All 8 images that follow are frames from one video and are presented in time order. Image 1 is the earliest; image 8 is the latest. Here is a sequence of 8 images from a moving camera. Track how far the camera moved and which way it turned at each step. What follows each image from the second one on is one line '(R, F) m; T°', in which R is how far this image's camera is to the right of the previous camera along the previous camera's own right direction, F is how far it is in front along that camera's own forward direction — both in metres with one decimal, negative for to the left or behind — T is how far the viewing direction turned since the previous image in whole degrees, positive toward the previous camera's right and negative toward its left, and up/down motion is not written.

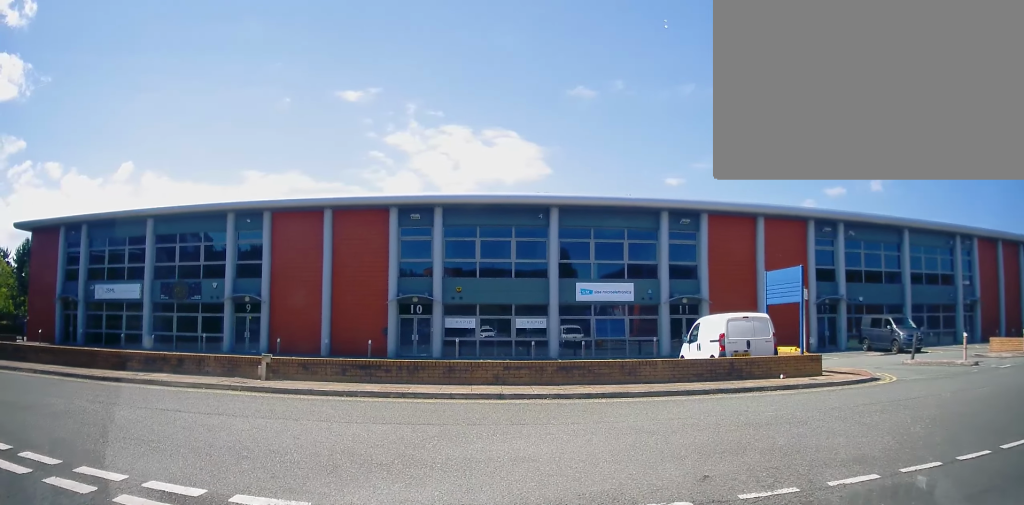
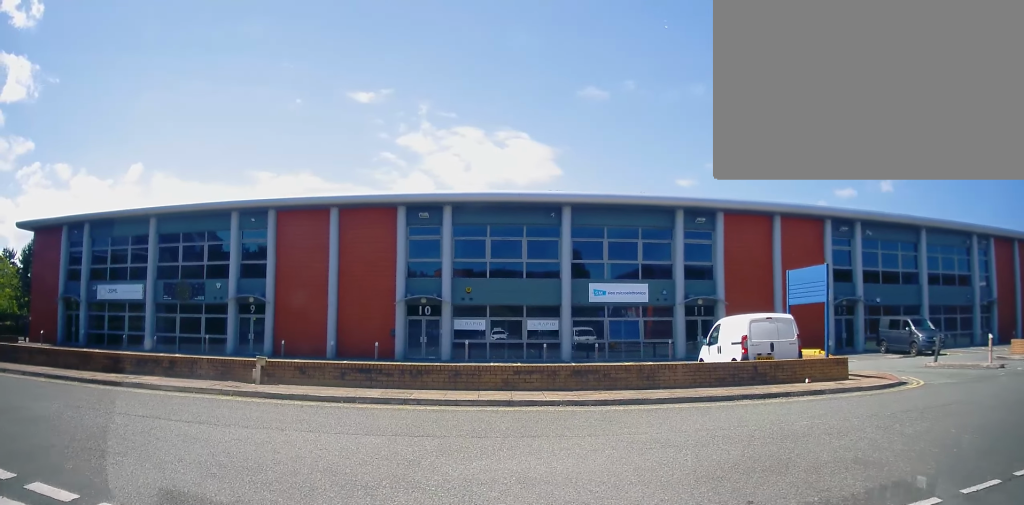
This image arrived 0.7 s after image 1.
(+0.2, +0.7) m; 0°
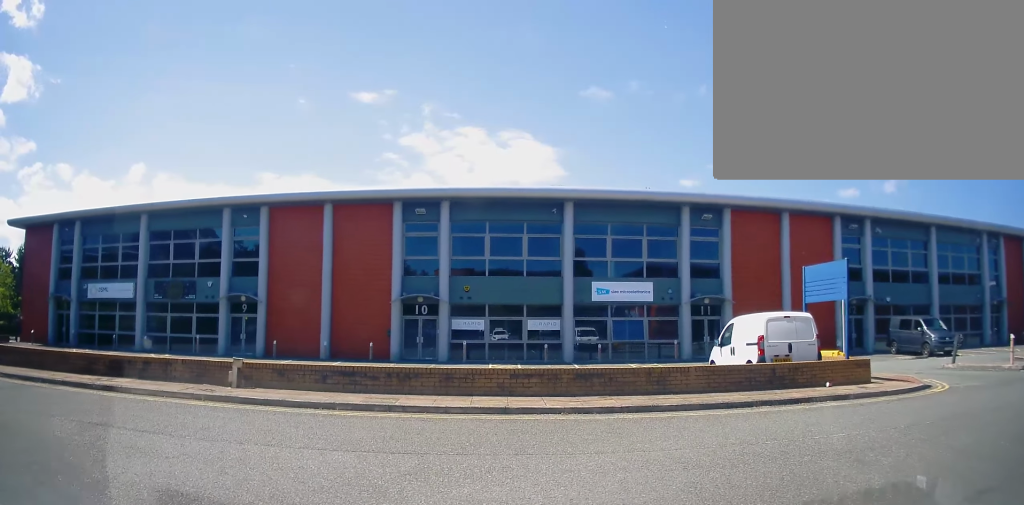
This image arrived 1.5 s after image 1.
(+0.3, +0.8) m; +2°
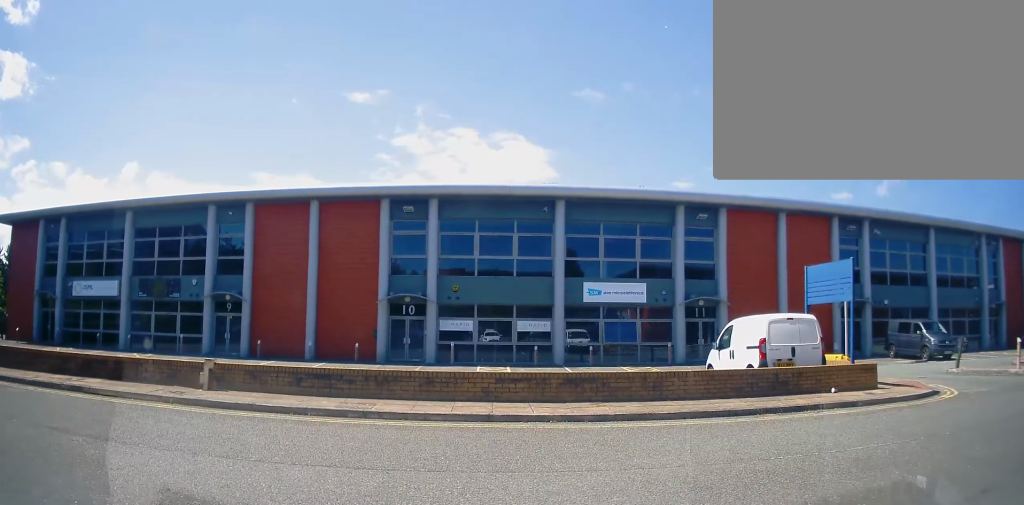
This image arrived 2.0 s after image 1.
(+0.1, +0.6) m; +3°
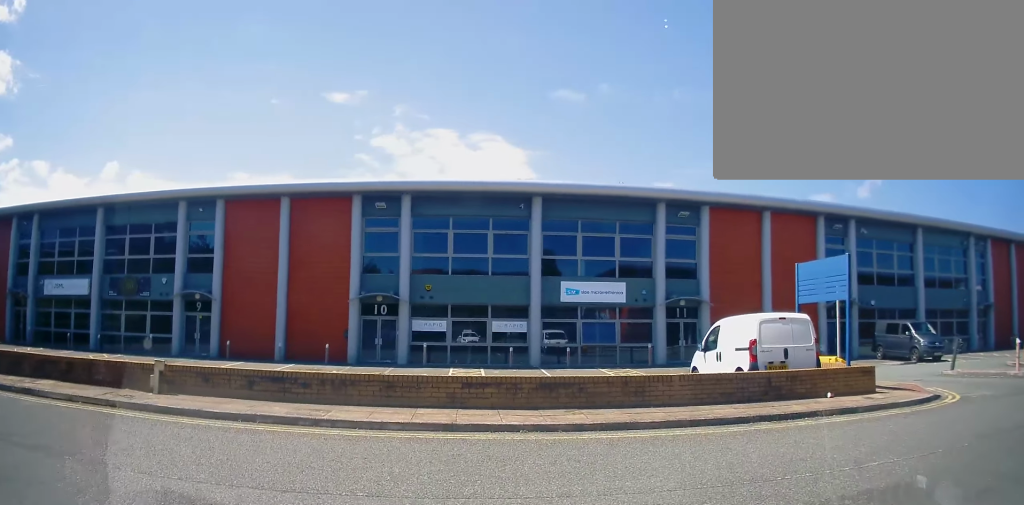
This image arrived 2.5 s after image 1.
(0.0, +0.8) m; +7°
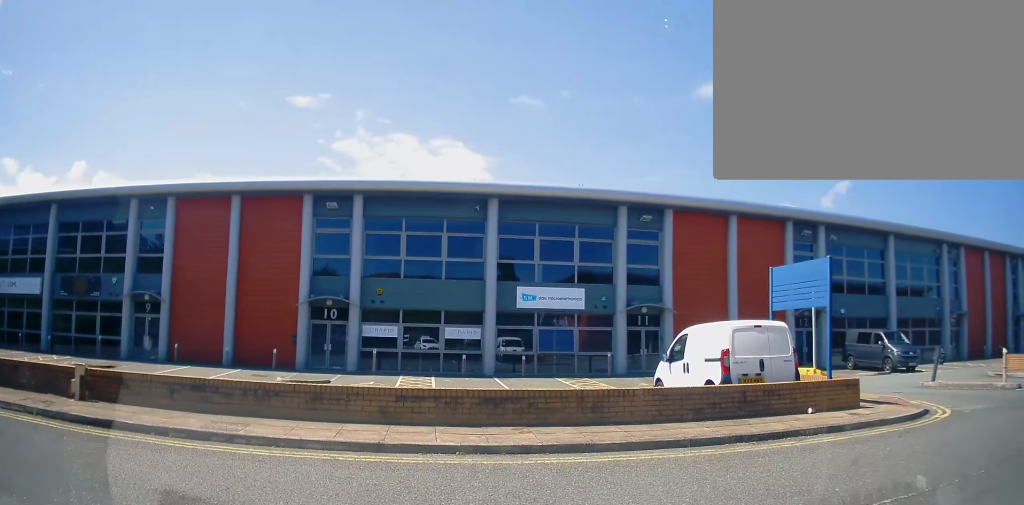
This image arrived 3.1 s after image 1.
(-0.1, +1.0) m; +11°
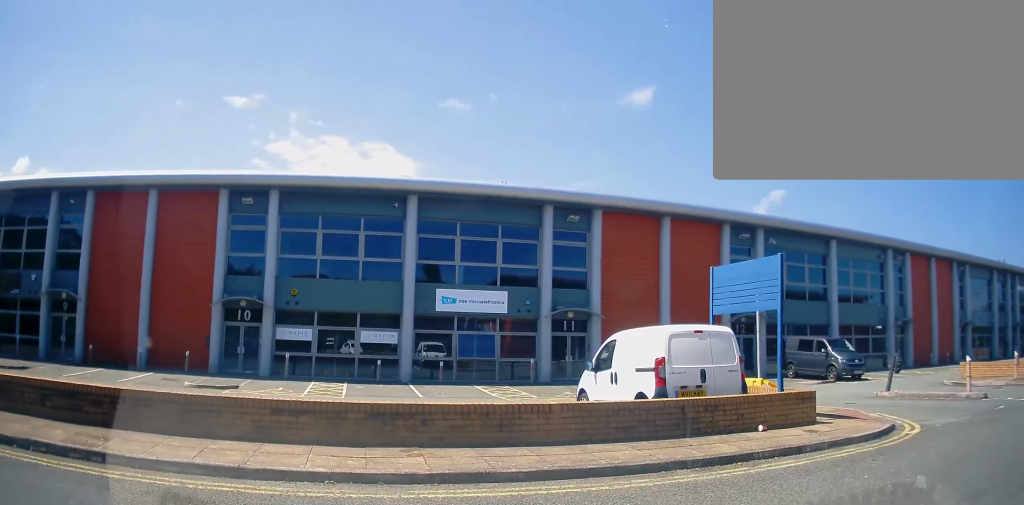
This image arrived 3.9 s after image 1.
(+0.3, +1.1) m; +15°
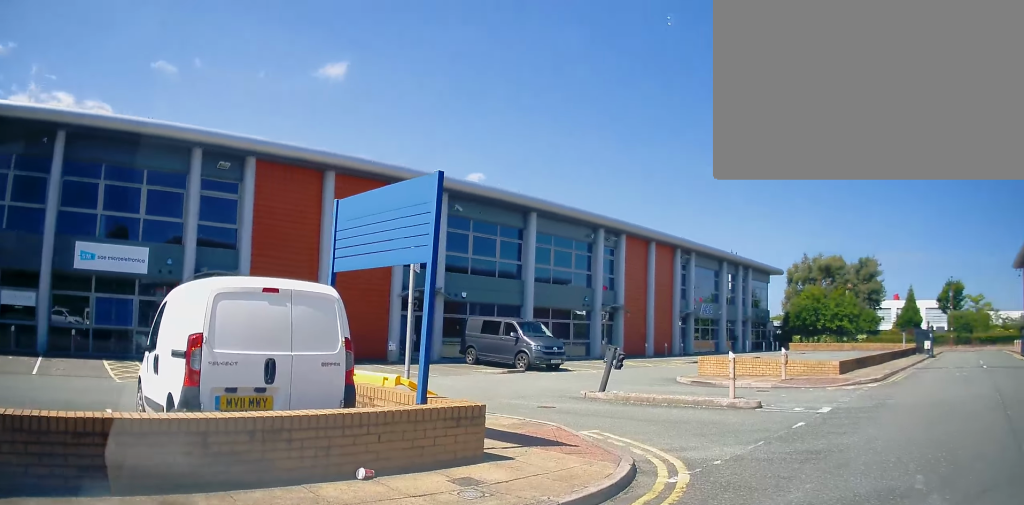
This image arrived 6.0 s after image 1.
(+0.6, +3.8) m; +20°
